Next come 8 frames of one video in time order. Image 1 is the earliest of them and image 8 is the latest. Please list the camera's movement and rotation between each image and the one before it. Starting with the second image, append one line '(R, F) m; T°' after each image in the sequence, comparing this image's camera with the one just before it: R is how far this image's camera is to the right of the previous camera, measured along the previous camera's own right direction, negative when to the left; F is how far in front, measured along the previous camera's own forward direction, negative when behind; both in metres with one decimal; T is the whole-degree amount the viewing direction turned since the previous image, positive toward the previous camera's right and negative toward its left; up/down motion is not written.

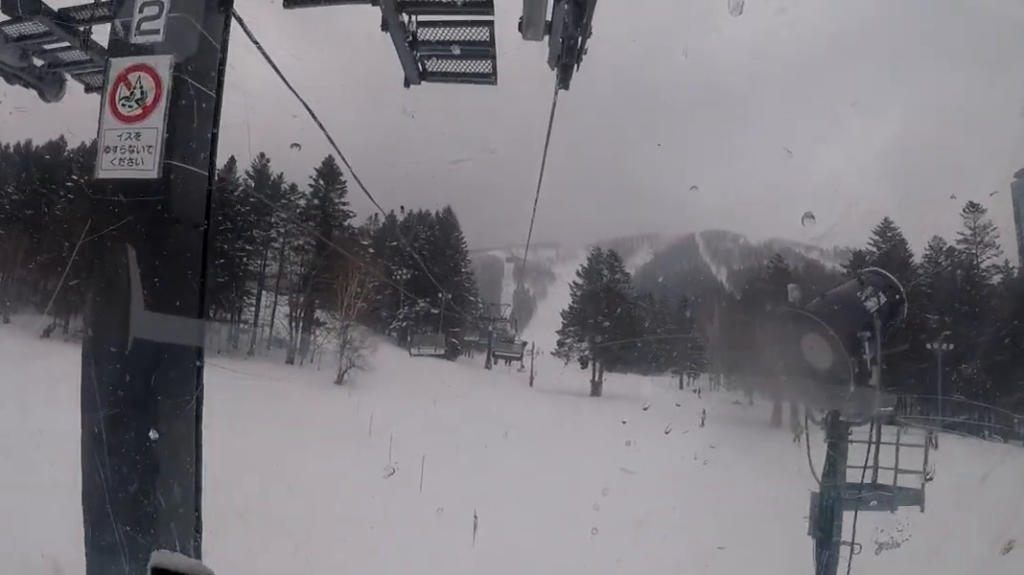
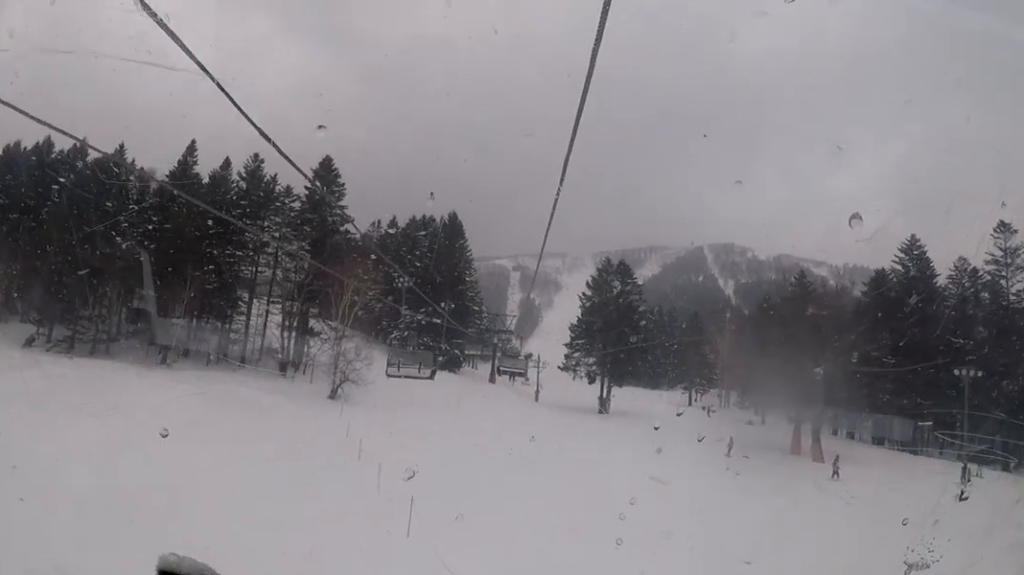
(-0.2, +4.1) m; -8°
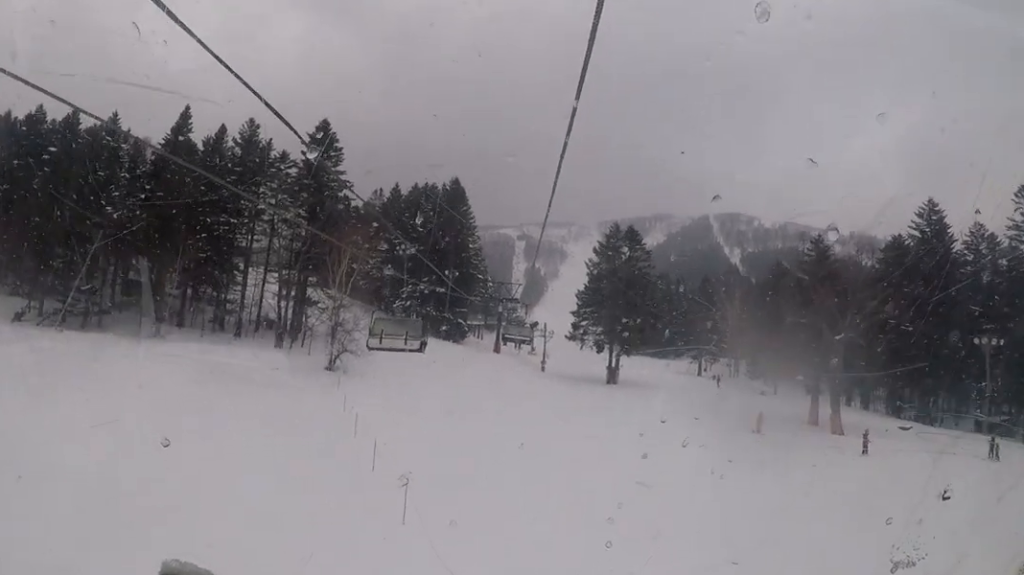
(-0.1, +2.6) m; -3°
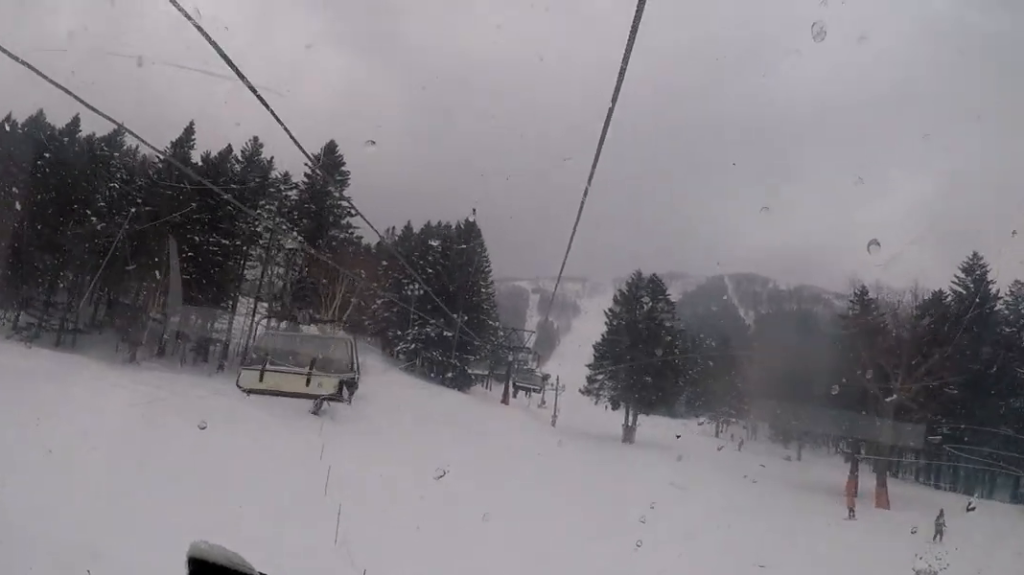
(+0.2, +6.6) m; +10°
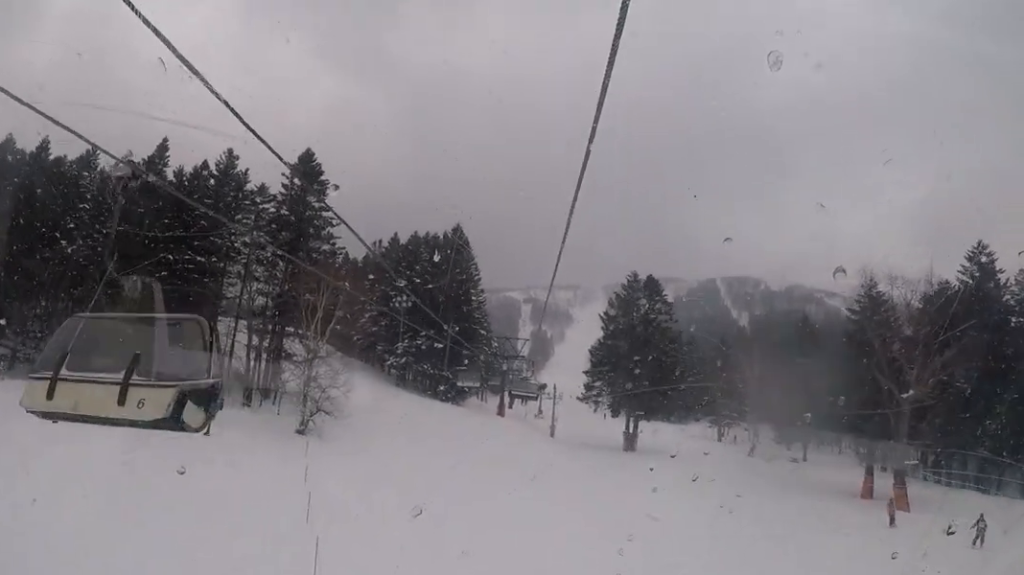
(+0.2, +3.1) m; +3°
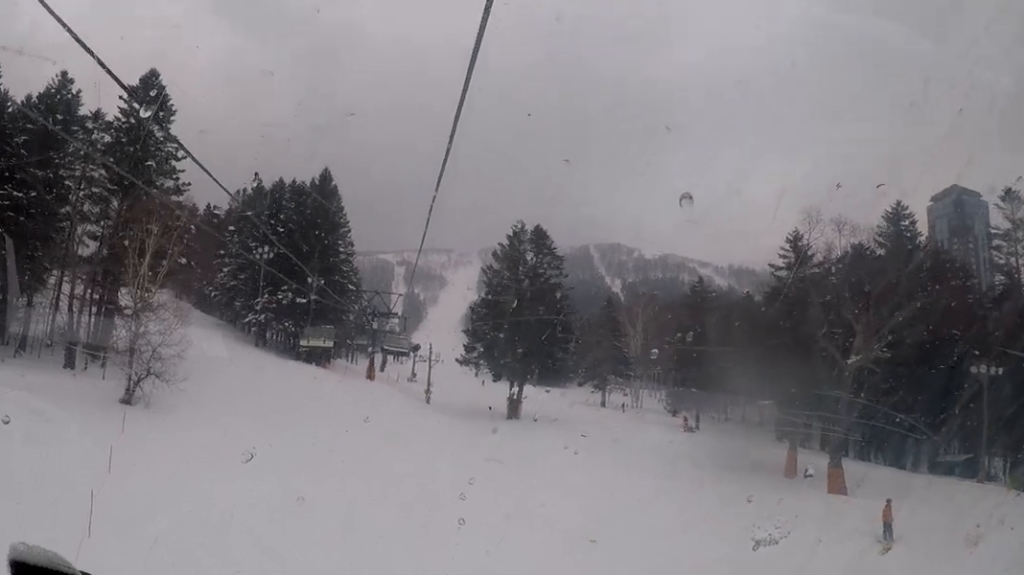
(+0.1, +8.7) m; +1°
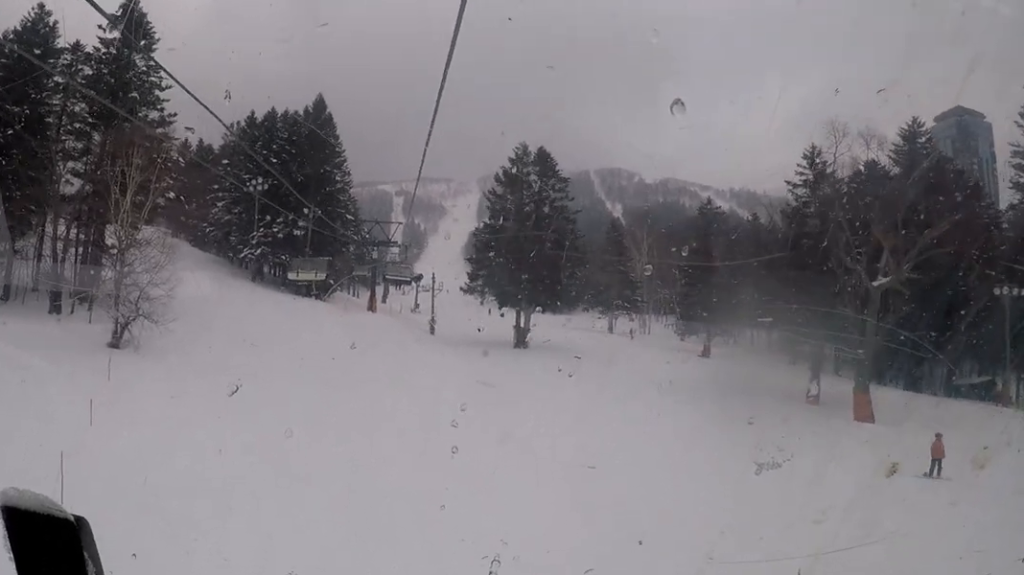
(0.0, +2.4) m; 0°
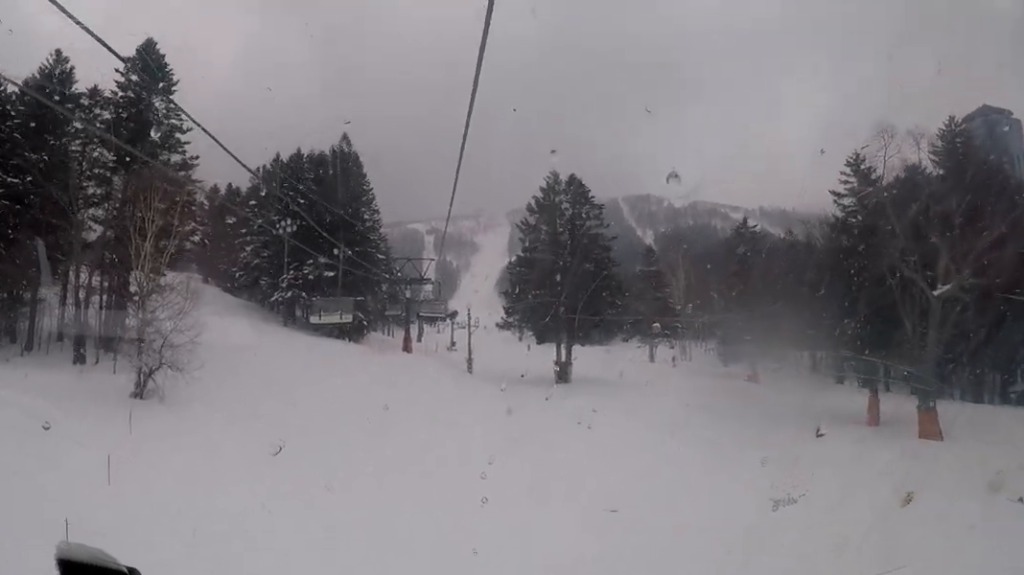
(0.0, +2.0) m; 0°
